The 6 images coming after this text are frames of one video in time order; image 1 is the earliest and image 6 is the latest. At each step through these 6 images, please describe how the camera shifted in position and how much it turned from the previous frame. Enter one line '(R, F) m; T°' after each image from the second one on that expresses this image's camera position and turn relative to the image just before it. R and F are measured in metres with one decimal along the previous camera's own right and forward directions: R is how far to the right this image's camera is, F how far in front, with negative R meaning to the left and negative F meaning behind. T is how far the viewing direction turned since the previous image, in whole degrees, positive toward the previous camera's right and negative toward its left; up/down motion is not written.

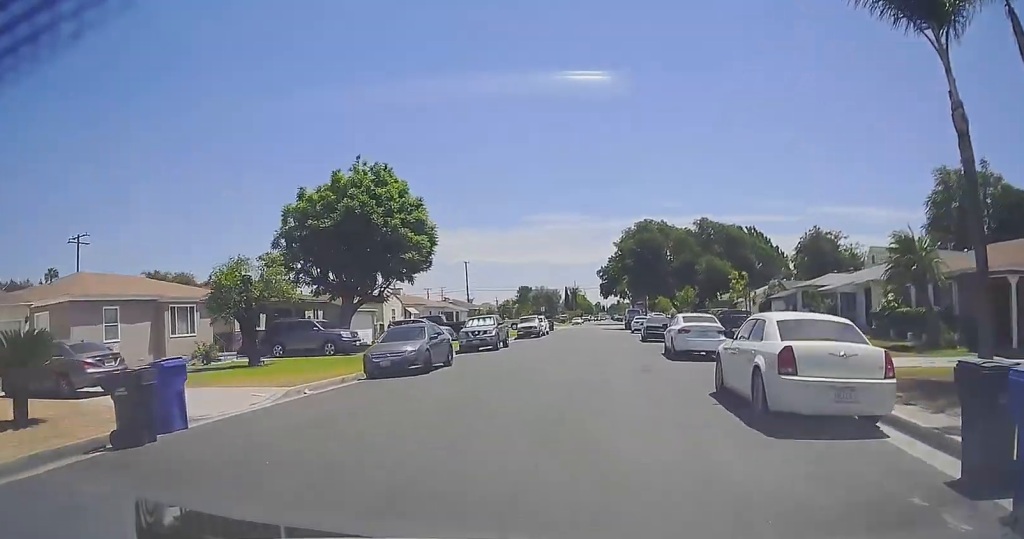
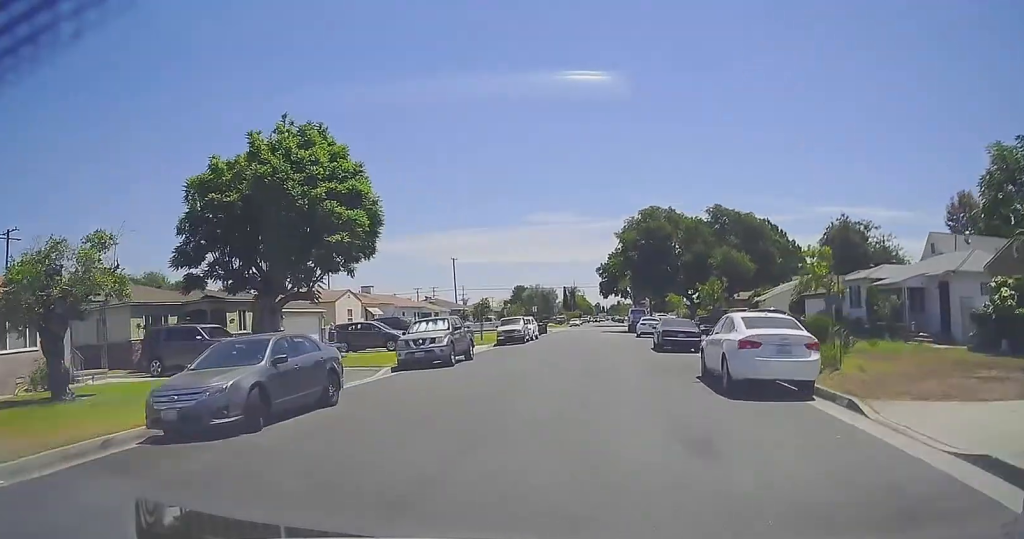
(-0.1, +9.9) m; 0°
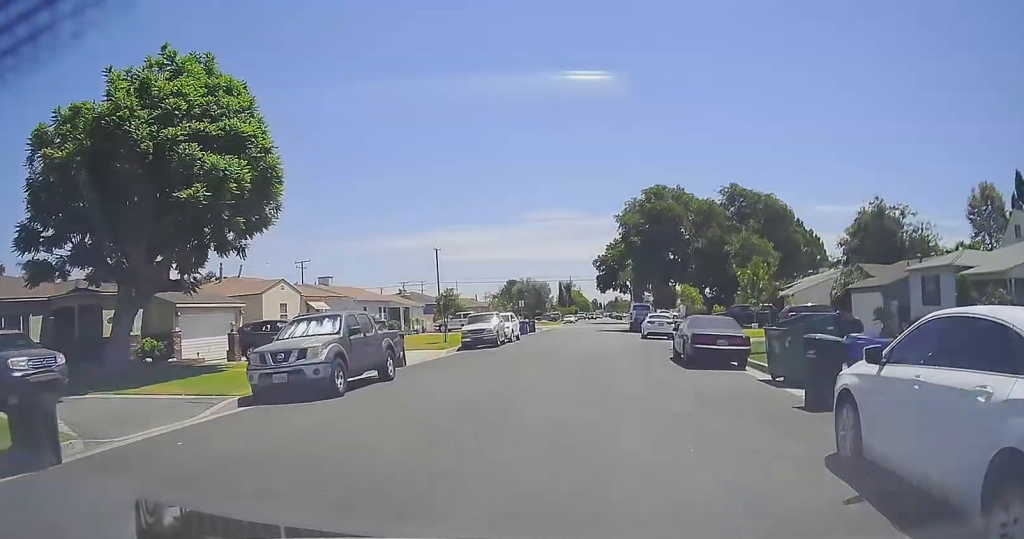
(-0.1, +9.9) m; 0°
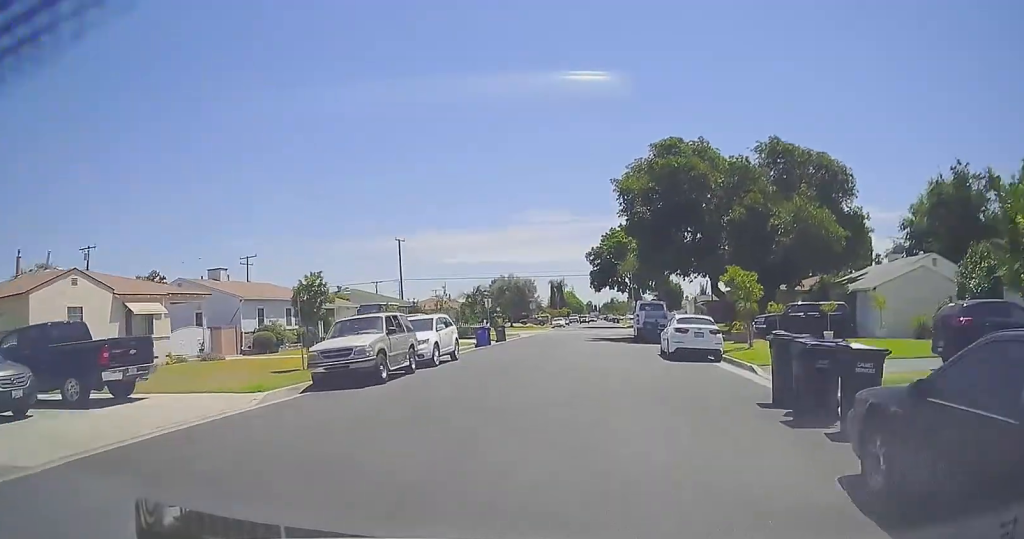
(+0.1, +15.8) m; +1°
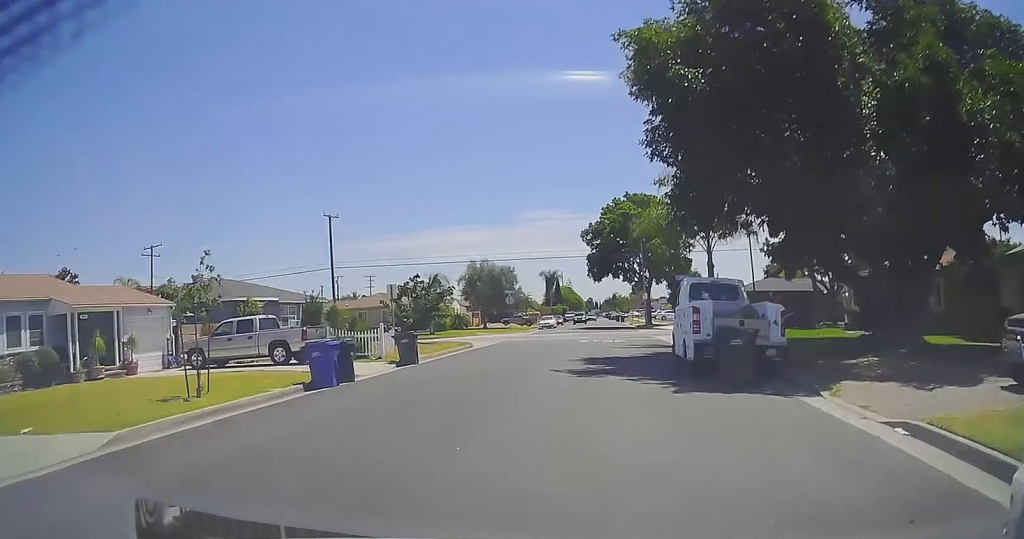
(+0.3, +21.8) m; 0°
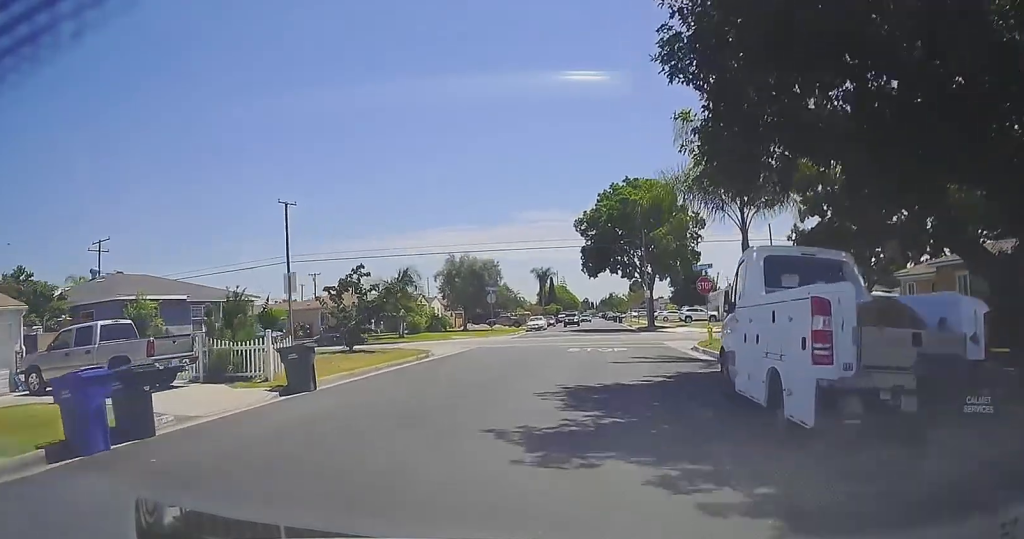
(-0.2, +8.4) m; -1°
